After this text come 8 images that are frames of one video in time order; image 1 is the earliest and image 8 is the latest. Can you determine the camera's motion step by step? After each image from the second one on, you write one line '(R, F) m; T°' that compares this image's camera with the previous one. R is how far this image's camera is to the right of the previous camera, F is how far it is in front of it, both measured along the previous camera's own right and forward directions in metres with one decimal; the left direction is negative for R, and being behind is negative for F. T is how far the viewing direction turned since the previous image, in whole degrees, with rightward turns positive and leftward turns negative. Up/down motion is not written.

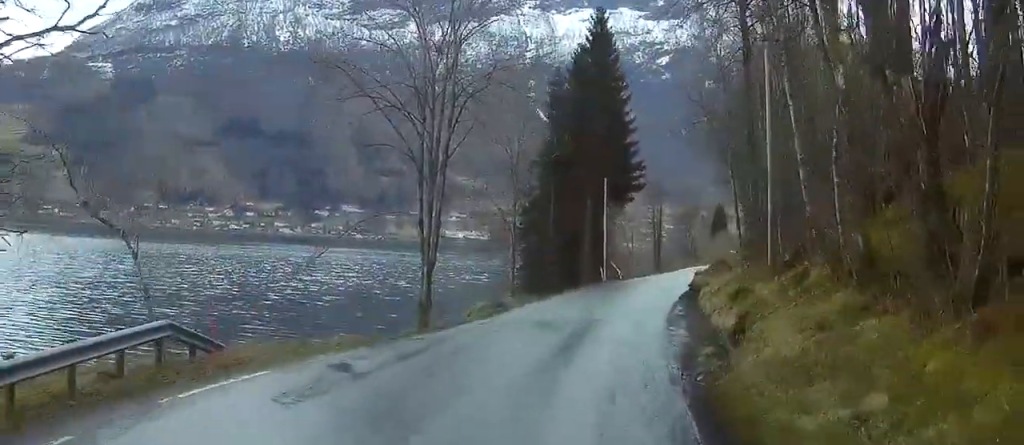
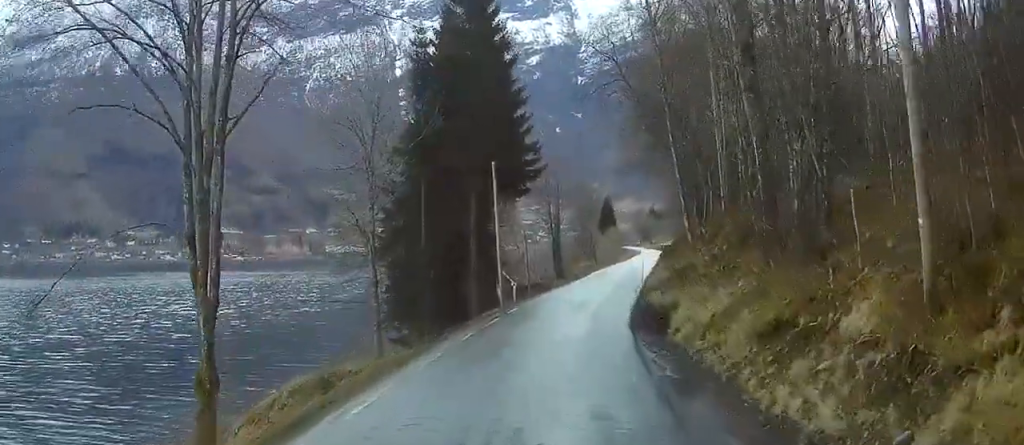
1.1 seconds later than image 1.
(+0.7, +18.8) m; +6°
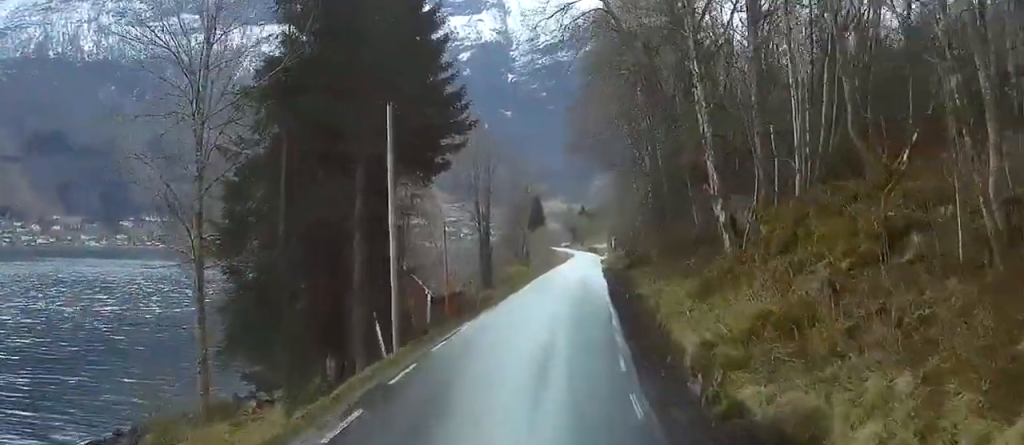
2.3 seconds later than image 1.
(+1.0, +20.2) m; +3°
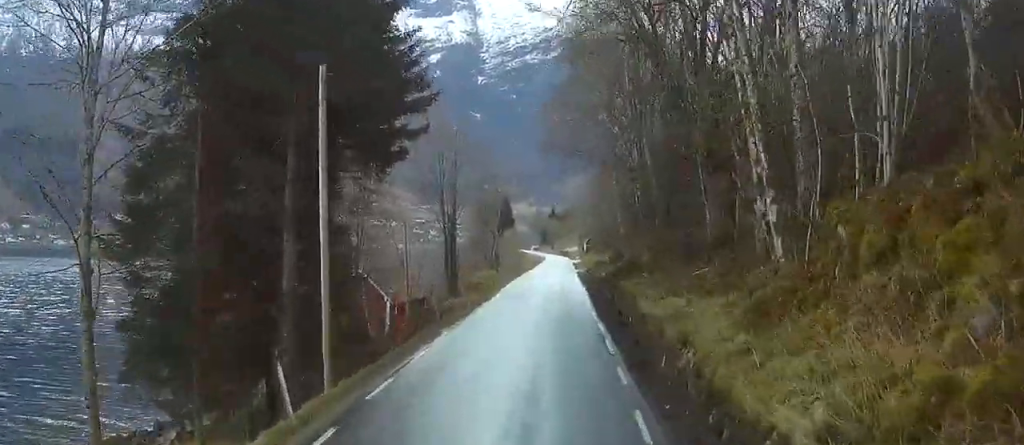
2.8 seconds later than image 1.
(0.0, +7.5) m; 0°
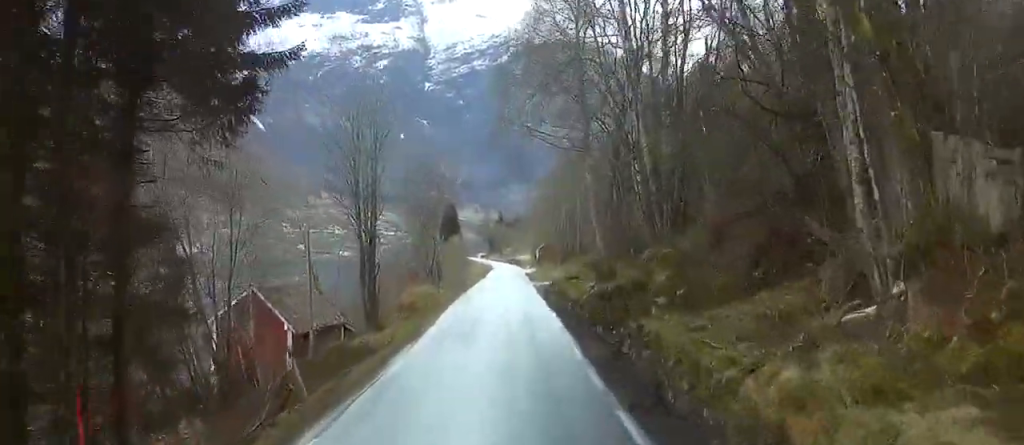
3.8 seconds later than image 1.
(+0.1, +17.7) m; -1°
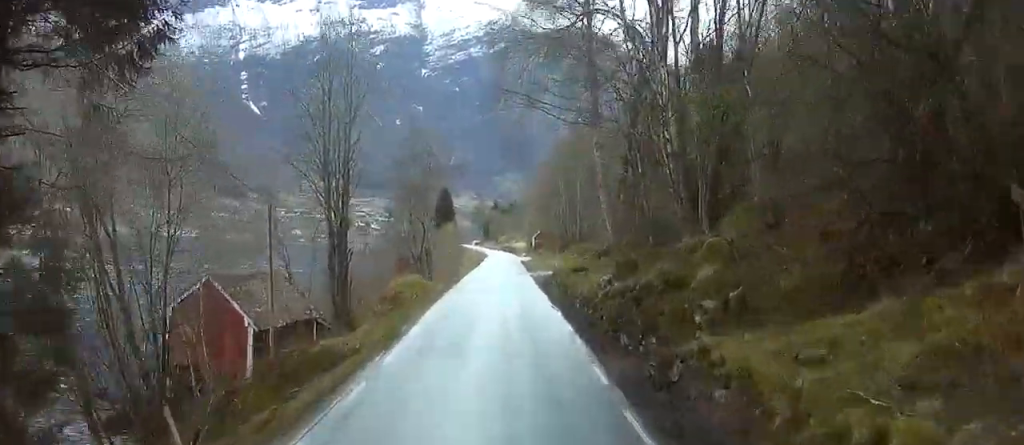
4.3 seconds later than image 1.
(-0.2, +7.5) m; 0°
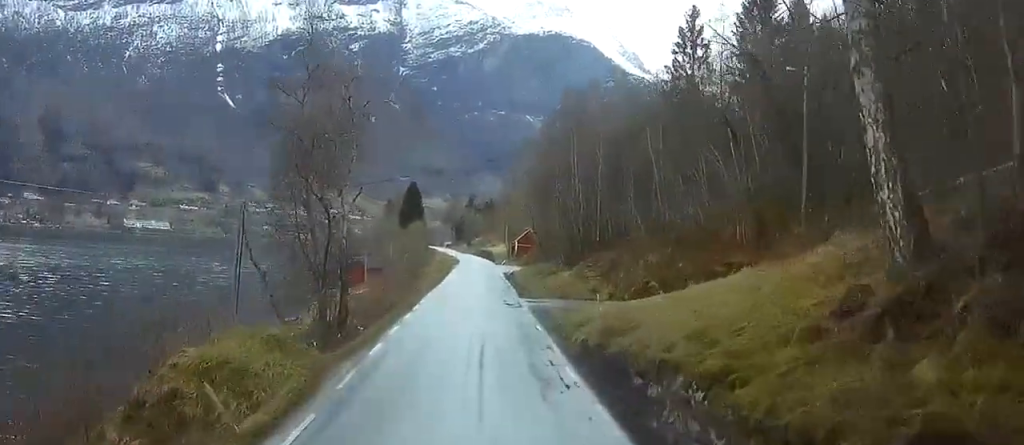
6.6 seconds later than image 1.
(+1.1, +39.0) m; +3°
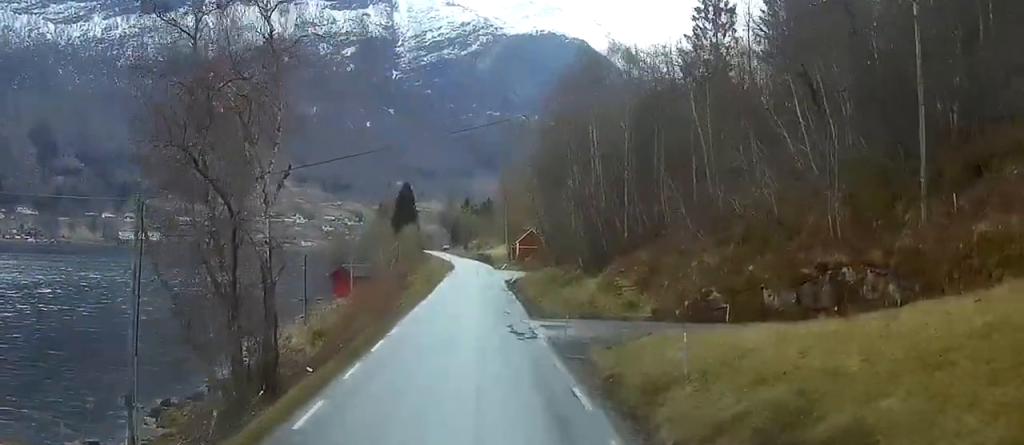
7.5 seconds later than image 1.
(-0.1, +14.8) m; 0°
